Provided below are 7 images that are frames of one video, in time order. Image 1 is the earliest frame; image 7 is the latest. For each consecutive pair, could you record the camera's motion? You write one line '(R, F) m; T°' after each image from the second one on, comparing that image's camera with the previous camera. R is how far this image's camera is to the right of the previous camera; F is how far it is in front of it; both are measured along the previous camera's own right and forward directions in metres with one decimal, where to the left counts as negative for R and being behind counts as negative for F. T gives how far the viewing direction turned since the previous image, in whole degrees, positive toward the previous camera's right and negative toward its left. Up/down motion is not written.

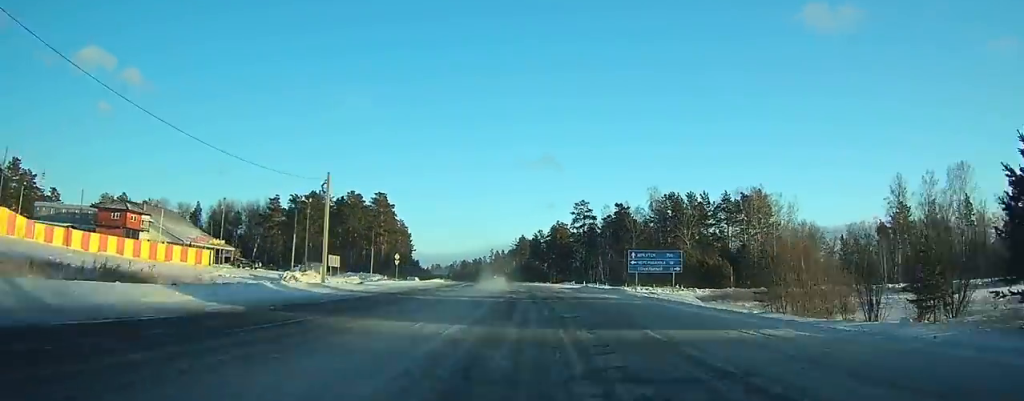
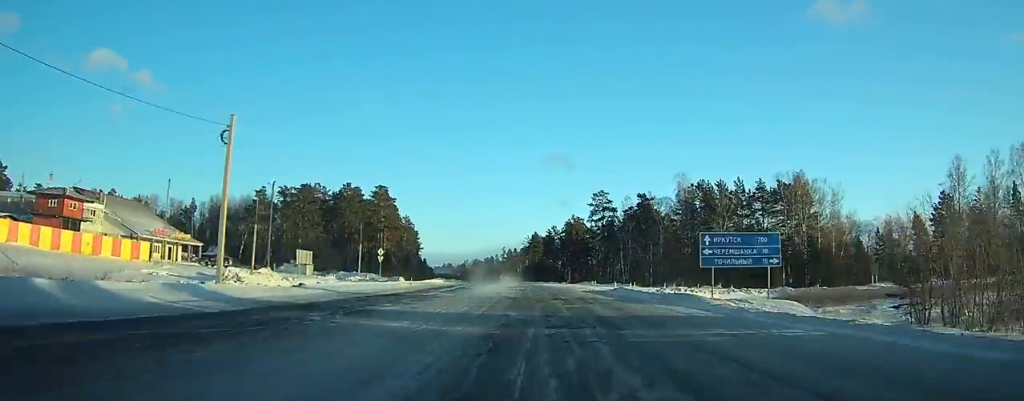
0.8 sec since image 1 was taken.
(-0.1, +15.6) m; -1°
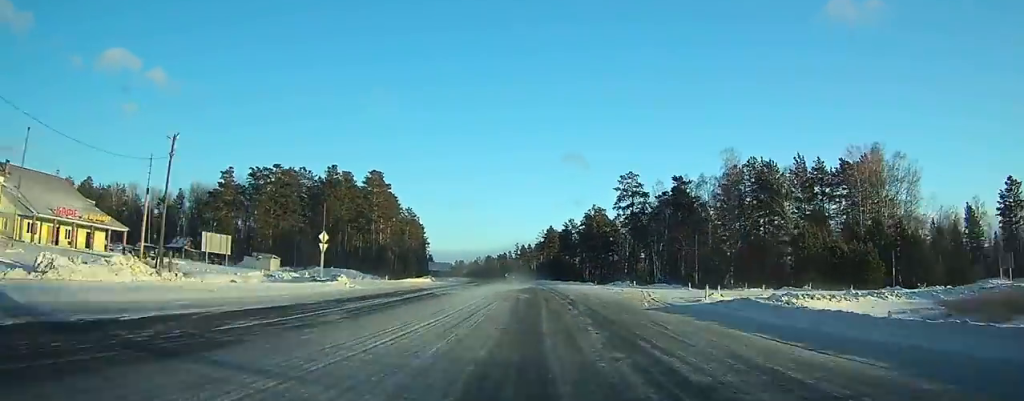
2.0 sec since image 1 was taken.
(-0.2, +23.3) m; -1°
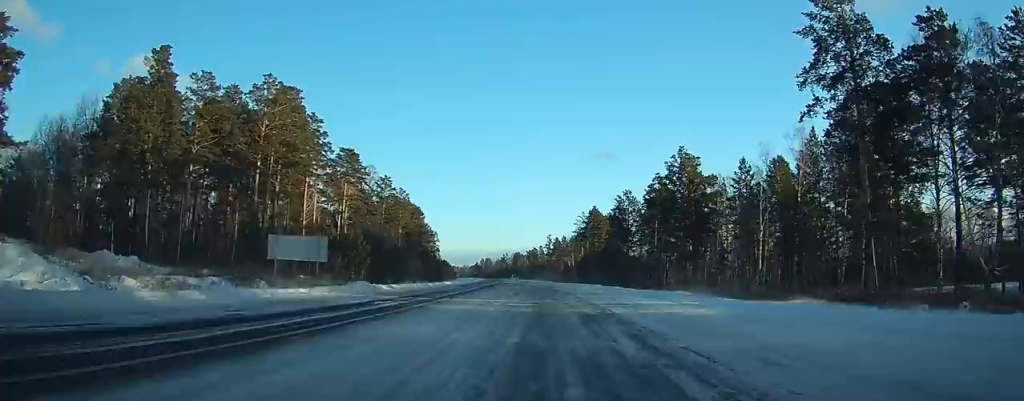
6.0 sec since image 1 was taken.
(-2.6, +77.3) m; -4°
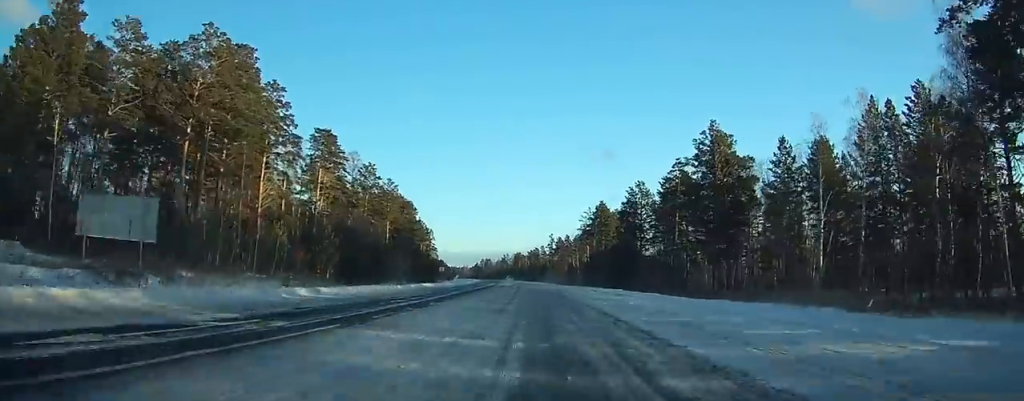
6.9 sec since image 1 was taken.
(-0.2, +17.0) m; -1°
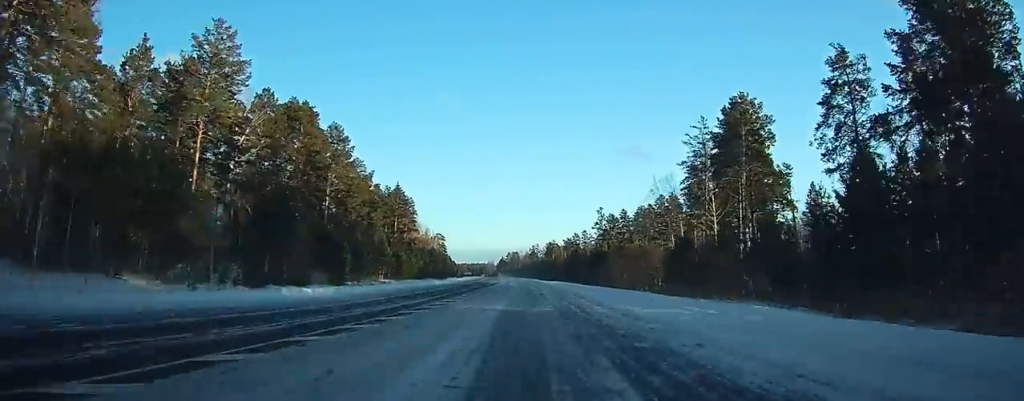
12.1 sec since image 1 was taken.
(-3.9, +104.5) m; -4°
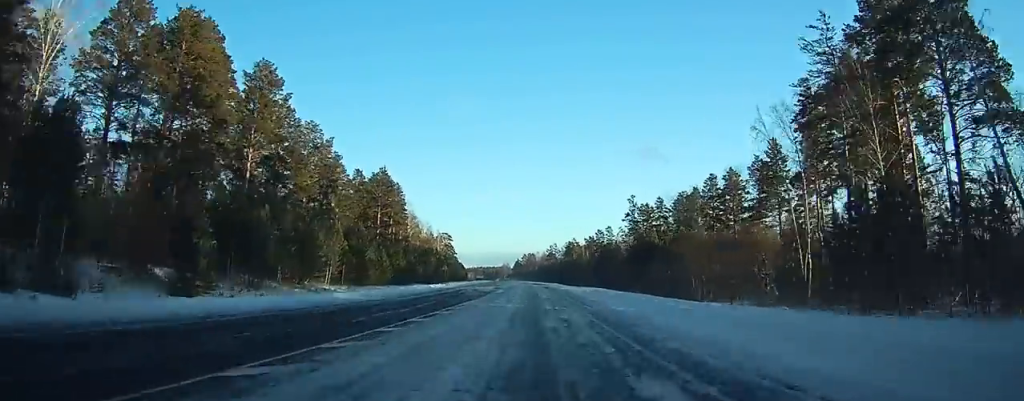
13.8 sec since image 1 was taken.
(-0.2, +35.7) m; -1°
